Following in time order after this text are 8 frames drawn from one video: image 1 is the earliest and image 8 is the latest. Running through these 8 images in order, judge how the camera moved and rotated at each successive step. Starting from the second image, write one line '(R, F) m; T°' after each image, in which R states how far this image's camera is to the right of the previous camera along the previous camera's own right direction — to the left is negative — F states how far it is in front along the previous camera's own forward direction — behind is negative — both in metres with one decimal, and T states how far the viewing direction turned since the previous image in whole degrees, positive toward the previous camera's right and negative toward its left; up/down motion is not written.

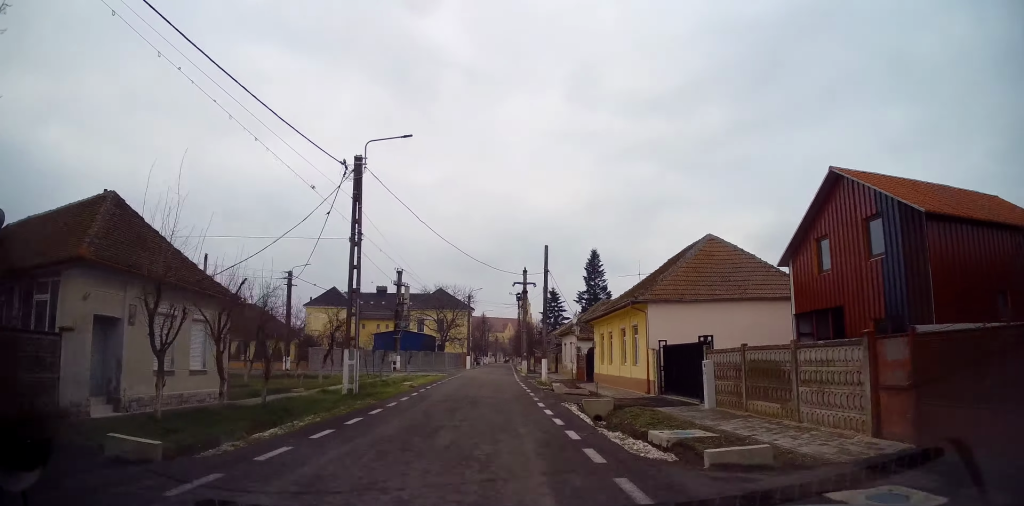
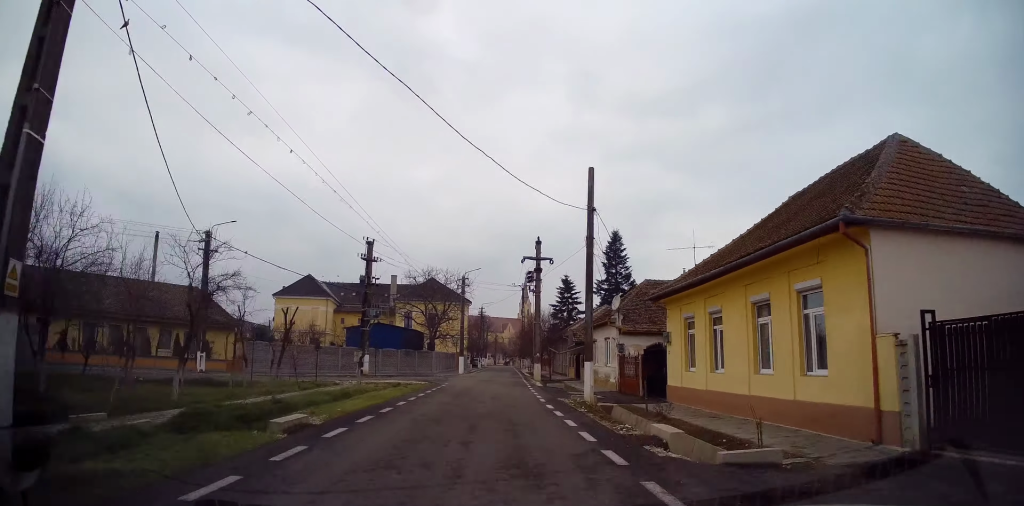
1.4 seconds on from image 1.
(-0.6, +13.3) m; -1°
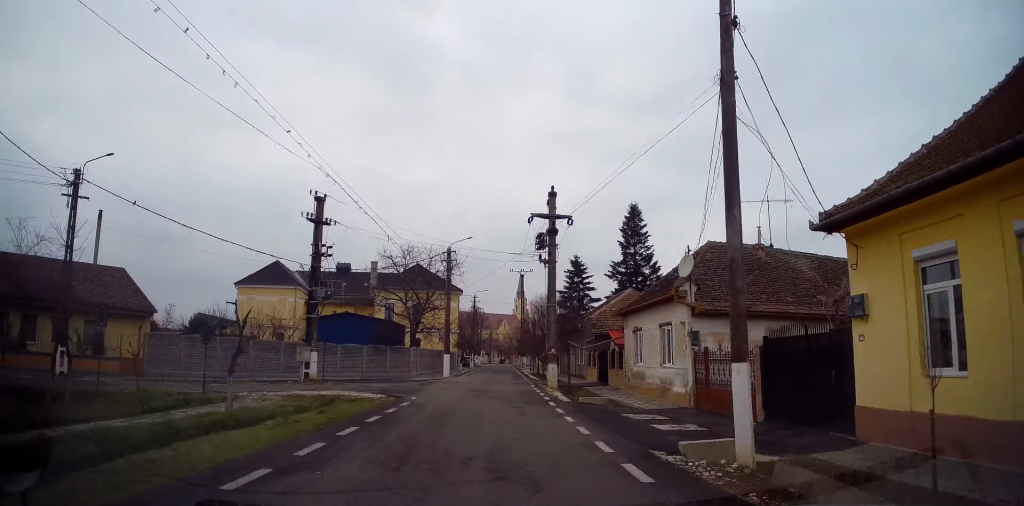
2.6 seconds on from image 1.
(+0.3, +11.1) m; -1°
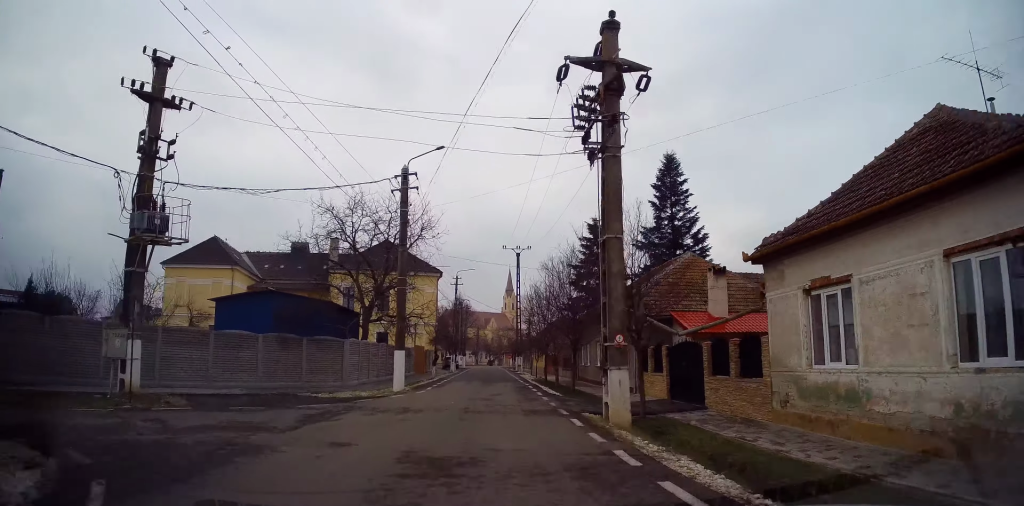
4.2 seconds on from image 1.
(-0.6, +15.3) m; +1°
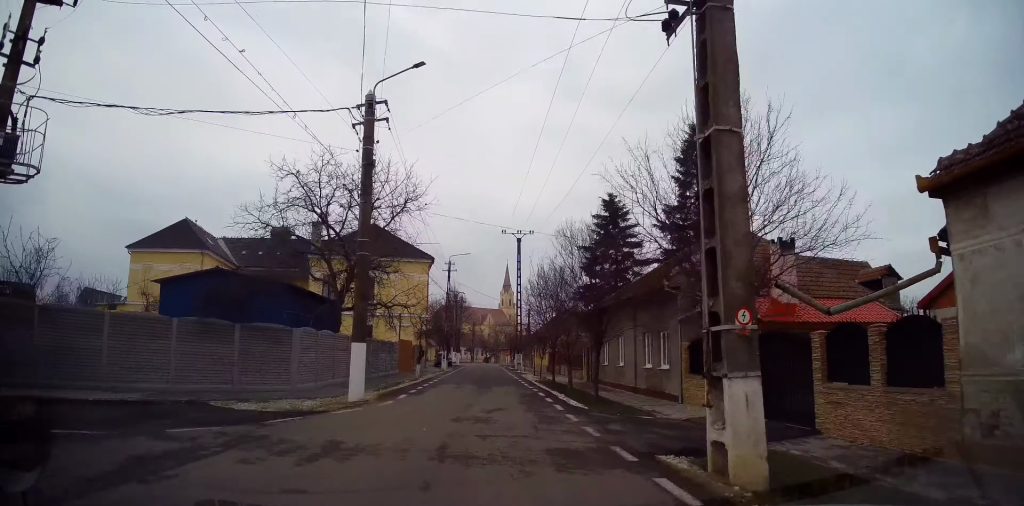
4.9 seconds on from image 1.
(+0.3, +6.2) m; +2°
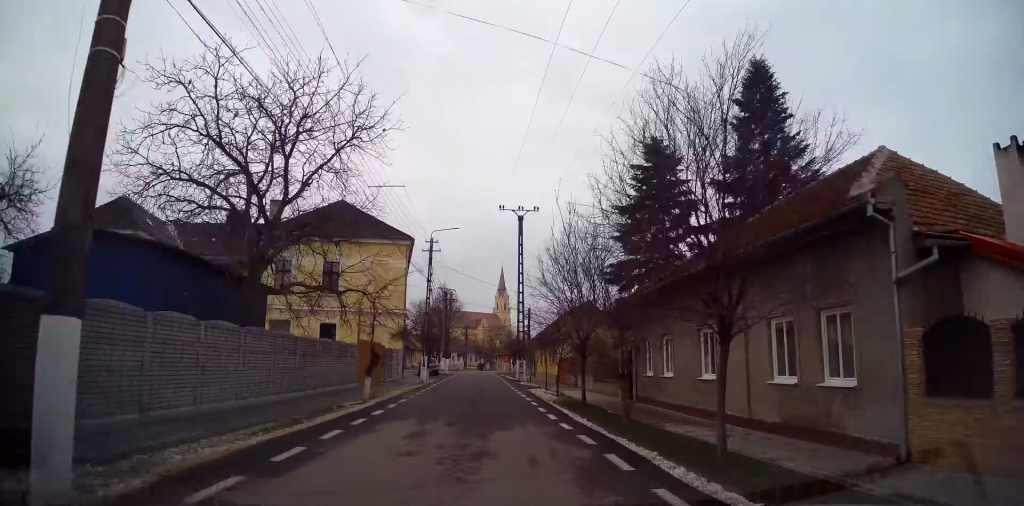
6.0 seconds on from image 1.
(+0.2, +9.6) m; +1°
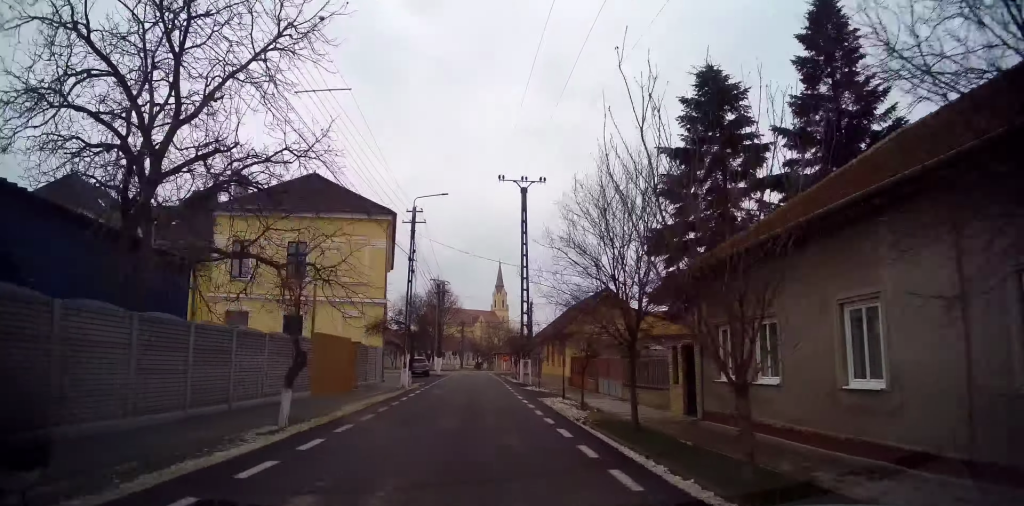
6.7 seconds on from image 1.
(0.0, +6.3) m; 0°
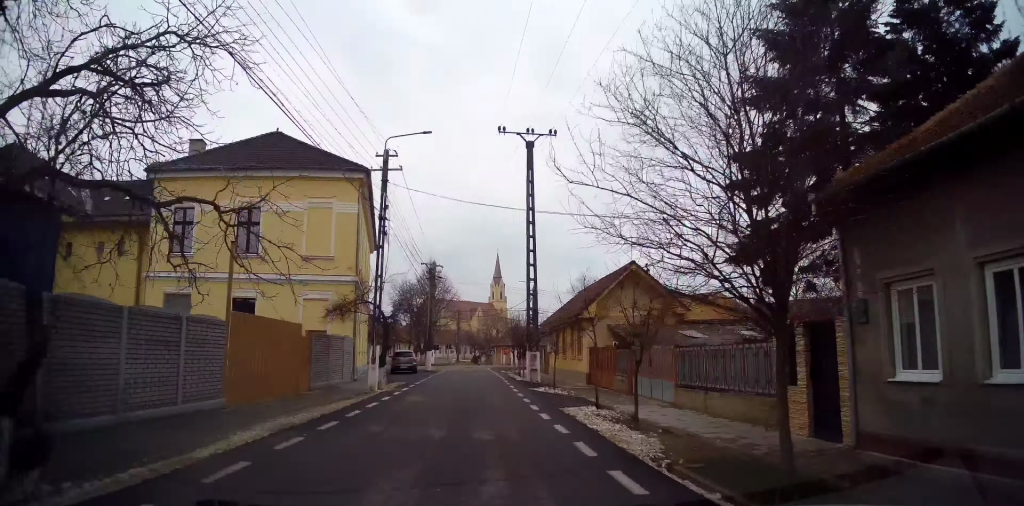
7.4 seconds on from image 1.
(0.0, +6.3) m; 0°
